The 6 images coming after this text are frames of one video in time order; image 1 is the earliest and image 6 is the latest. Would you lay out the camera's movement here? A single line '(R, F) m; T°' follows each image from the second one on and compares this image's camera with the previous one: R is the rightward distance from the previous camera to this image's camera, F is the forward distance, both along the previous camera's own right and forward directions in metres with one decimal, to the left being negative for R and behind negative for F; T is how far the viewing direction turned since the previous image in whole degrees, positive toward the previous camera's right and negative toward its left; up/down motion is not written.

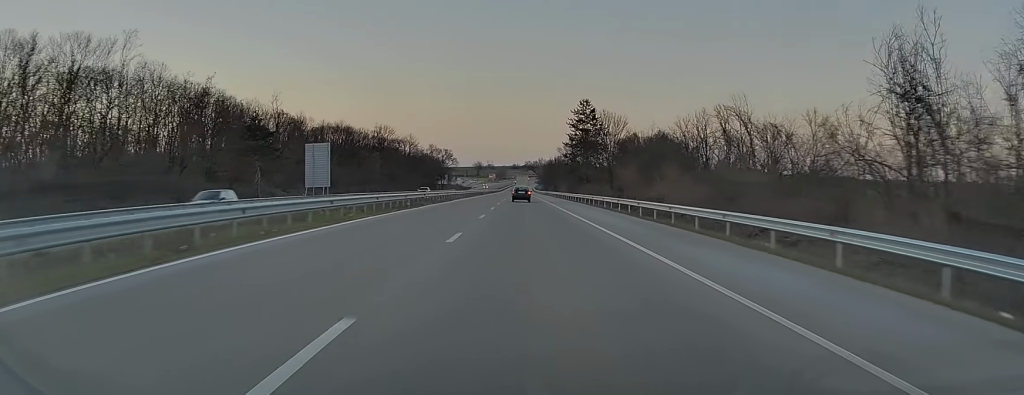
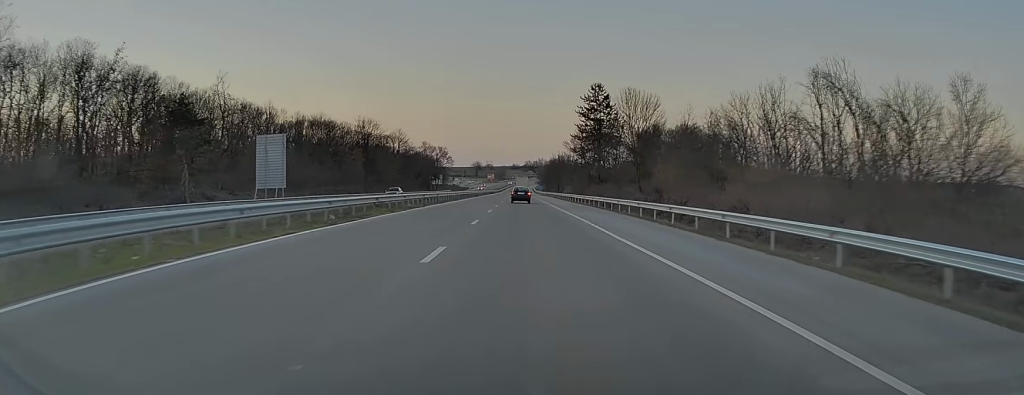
(+0.1, +16.0) m; 0°
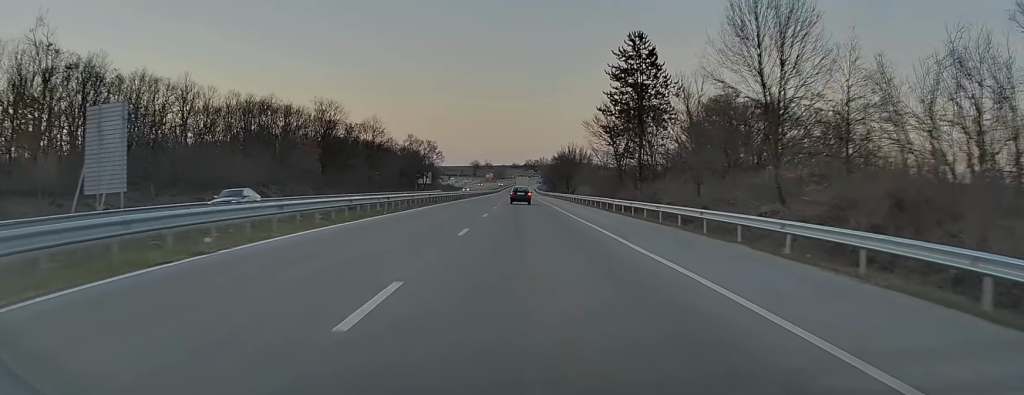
(0.0, +29.0) m; 0°
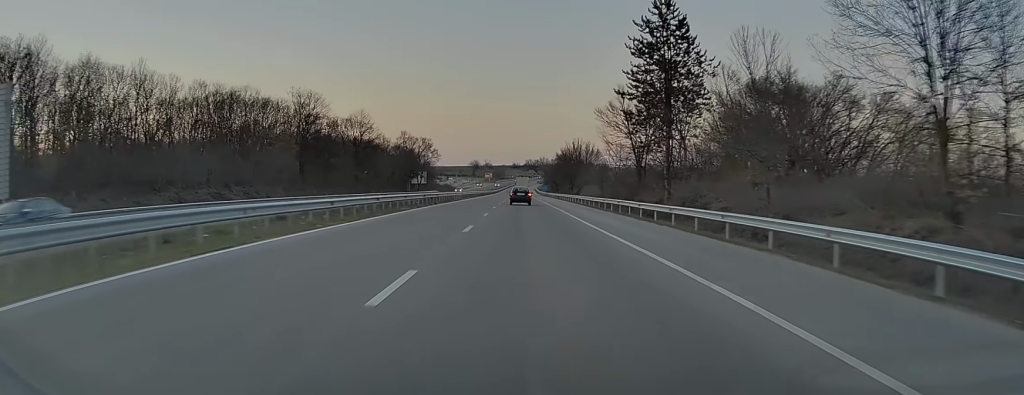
(0.0, +10.7) m; 0°
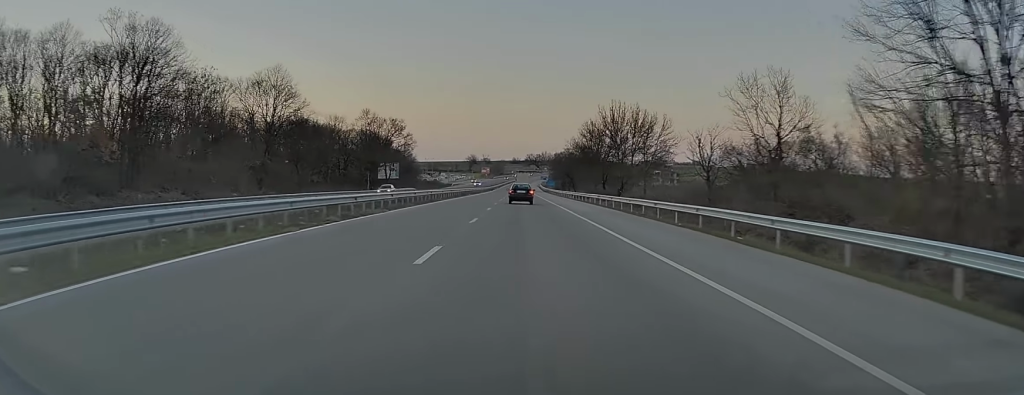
(+0.2, +44.7) m; +1°
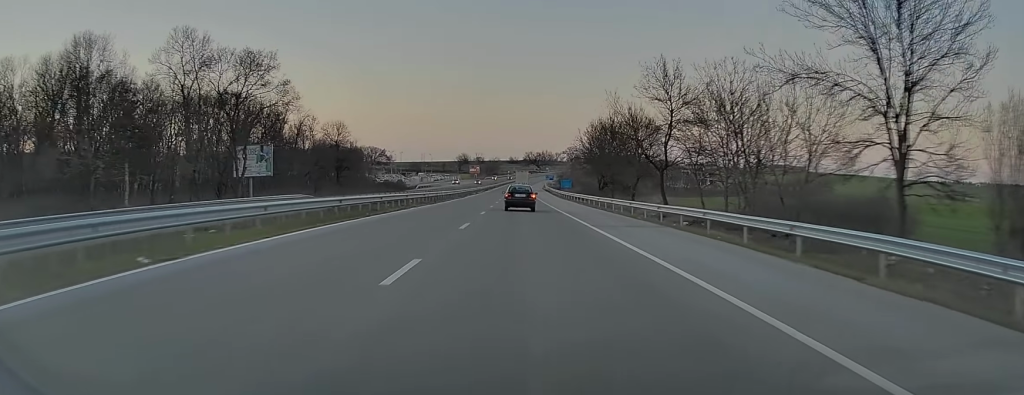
(-0.3, +74.2) m; 0°
